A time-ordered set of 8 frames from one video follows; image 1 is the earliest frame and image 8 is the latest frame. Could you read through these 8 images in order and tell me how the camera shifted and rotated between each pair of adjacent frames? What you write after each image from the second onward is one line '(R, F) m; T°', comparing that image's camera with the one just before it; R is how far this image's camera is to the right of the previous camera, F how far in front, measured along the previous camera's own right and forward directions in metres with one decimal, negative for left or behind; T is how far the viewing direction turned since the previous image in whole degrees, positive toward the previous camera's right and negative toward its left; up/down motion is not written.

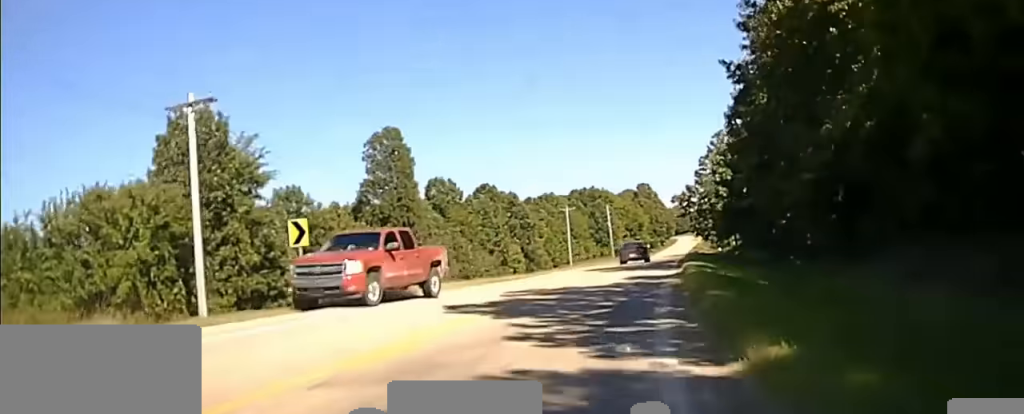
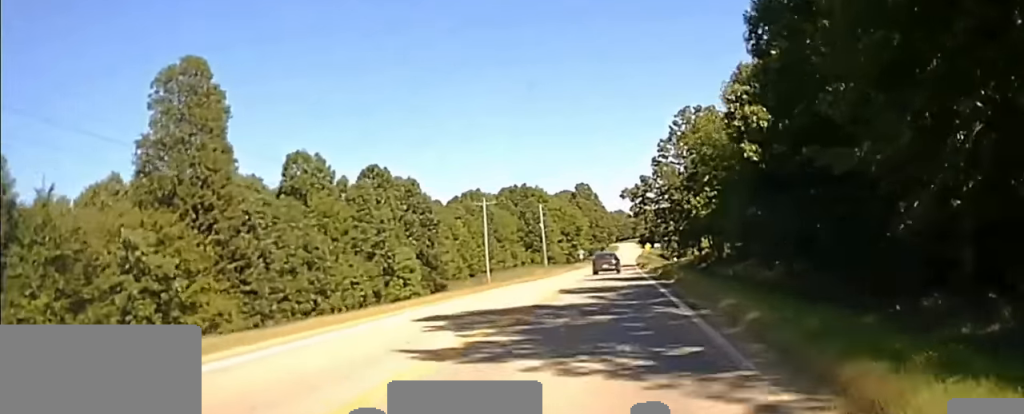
(+1.8, +30.1) m; +6°
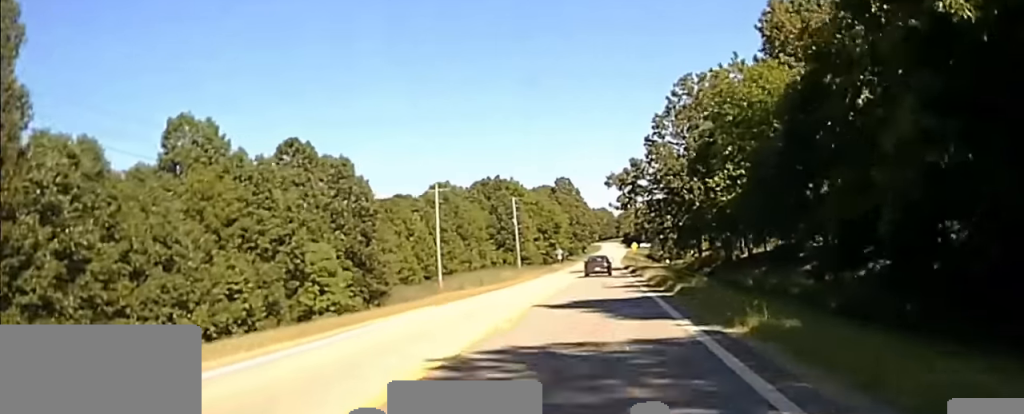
(+1.0, +21.9) m; +2°
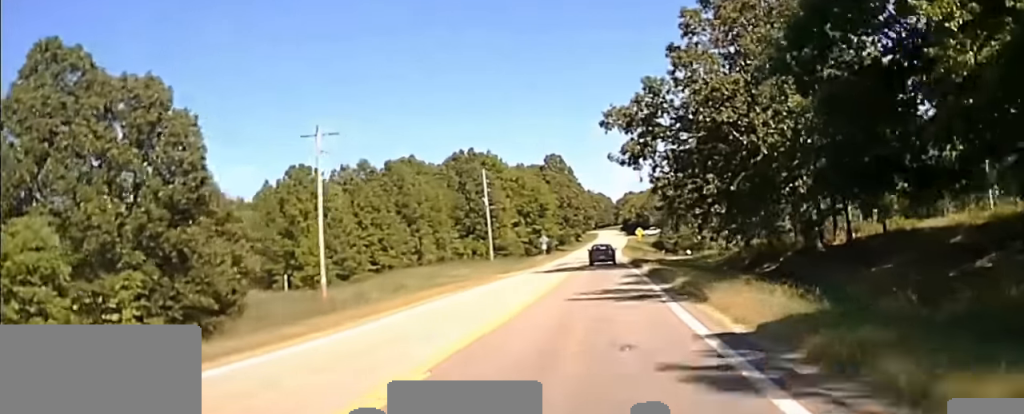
(+1.0, +36.6) m; +2°
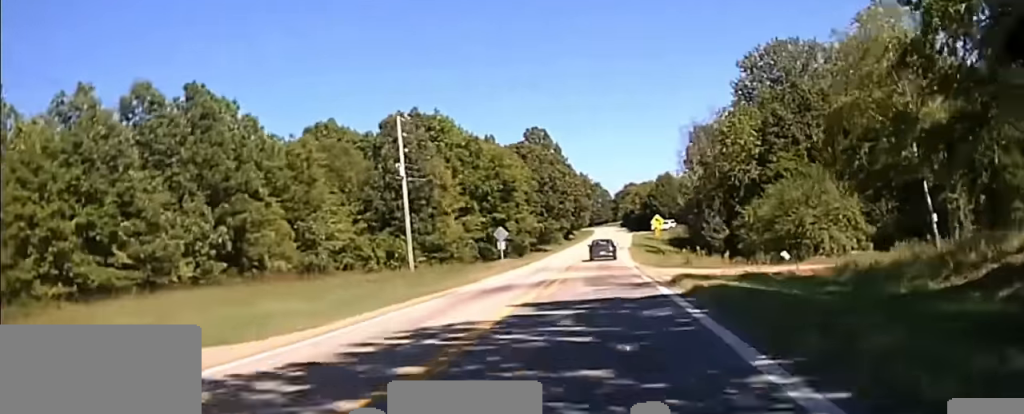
(+0.2, +53.0) m; 0°
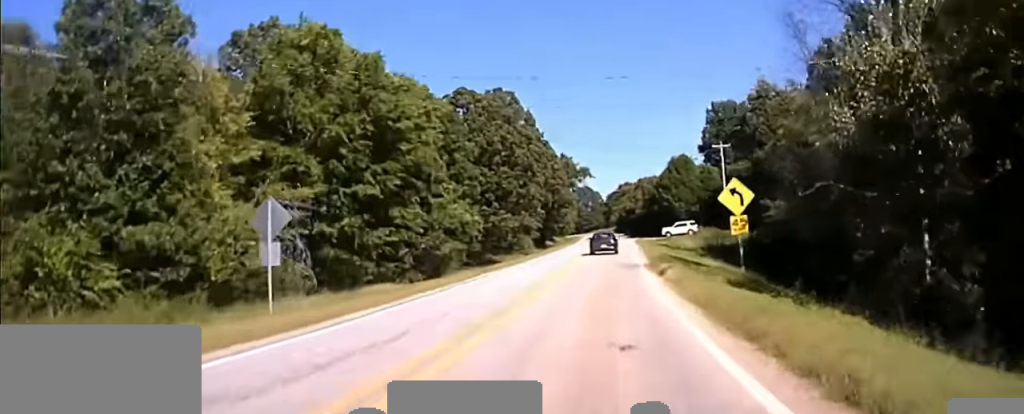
(-0.2, +50.1) m; 0°
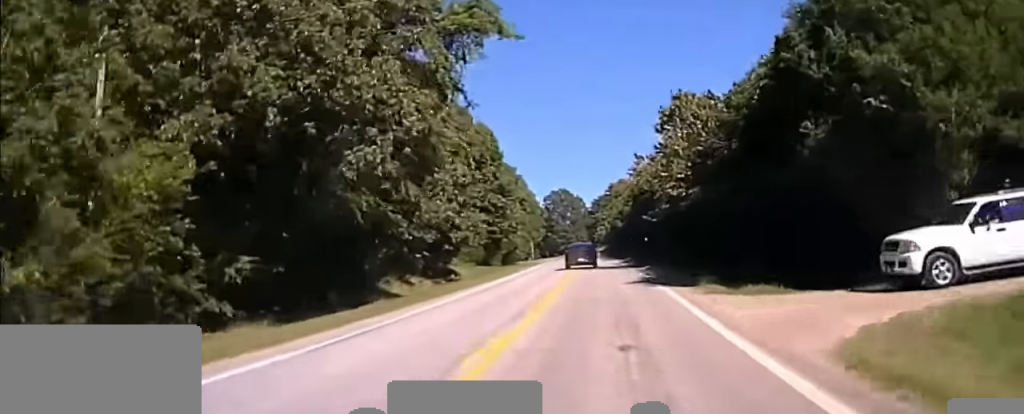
(+0.9, +81.9) m; +1°
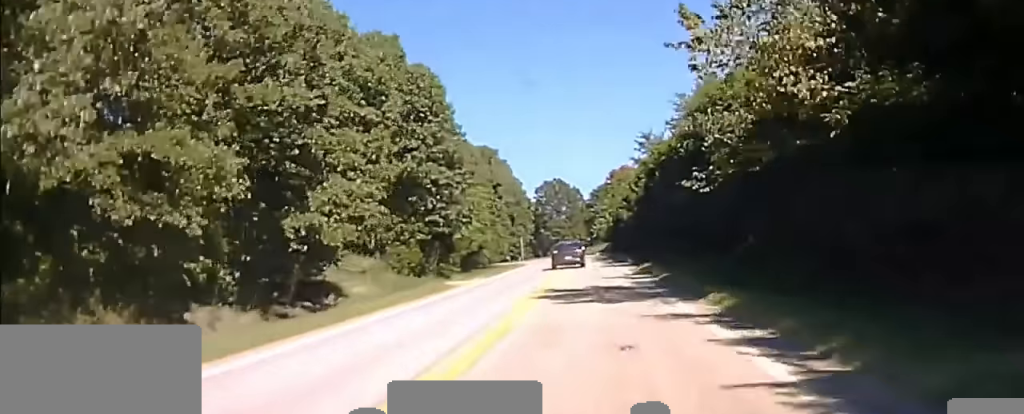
(0.0, +28.6) m; 0°
